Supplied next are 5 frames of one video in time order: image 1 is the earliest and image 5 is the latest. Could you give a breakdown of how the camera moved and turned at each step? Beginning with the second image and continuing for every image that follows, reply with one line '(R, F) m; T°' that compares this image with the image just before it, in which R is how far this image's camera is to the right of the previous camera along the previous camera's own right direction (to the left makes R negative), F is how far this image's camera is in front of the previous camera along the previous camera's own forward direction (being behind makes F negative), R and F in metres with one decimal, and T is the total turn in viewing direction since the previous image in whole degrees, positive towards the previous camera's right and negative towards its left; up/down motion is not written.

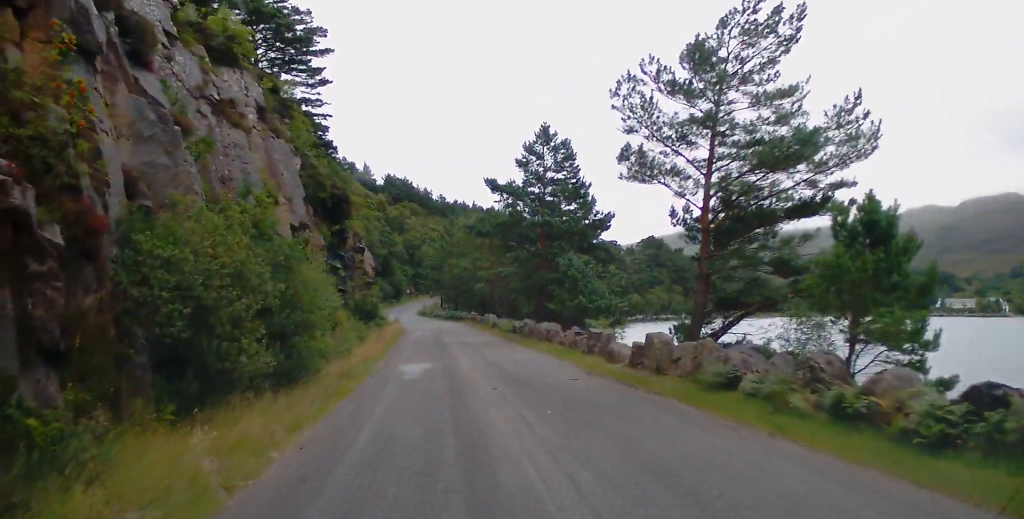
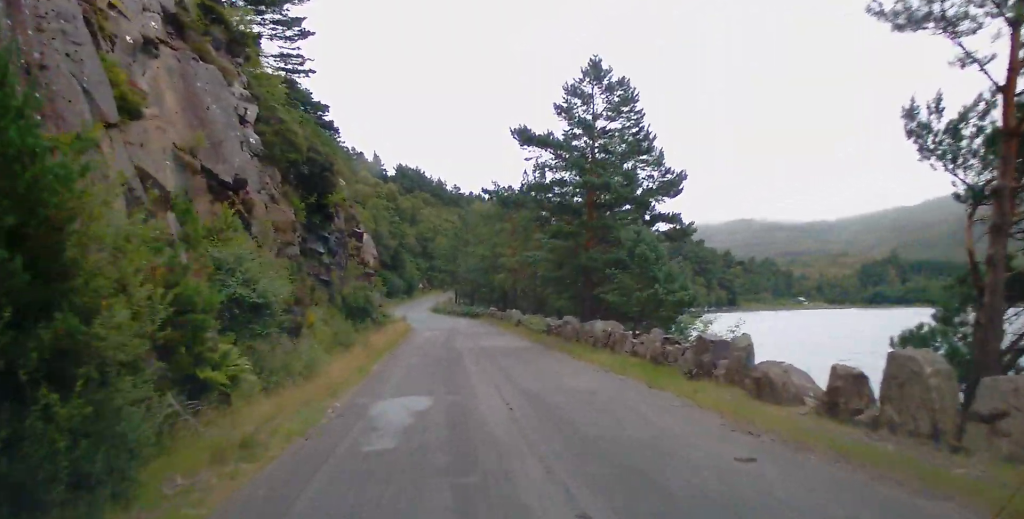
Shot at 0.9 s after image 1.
(0.0, +9.6) m; -1°
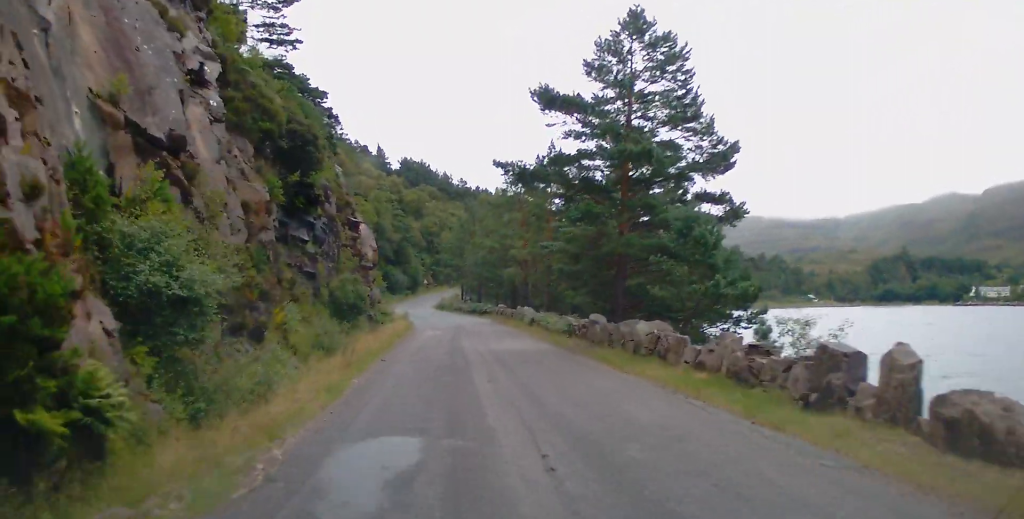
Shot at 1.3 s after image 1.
(+0.1, +4.5) m; -1°
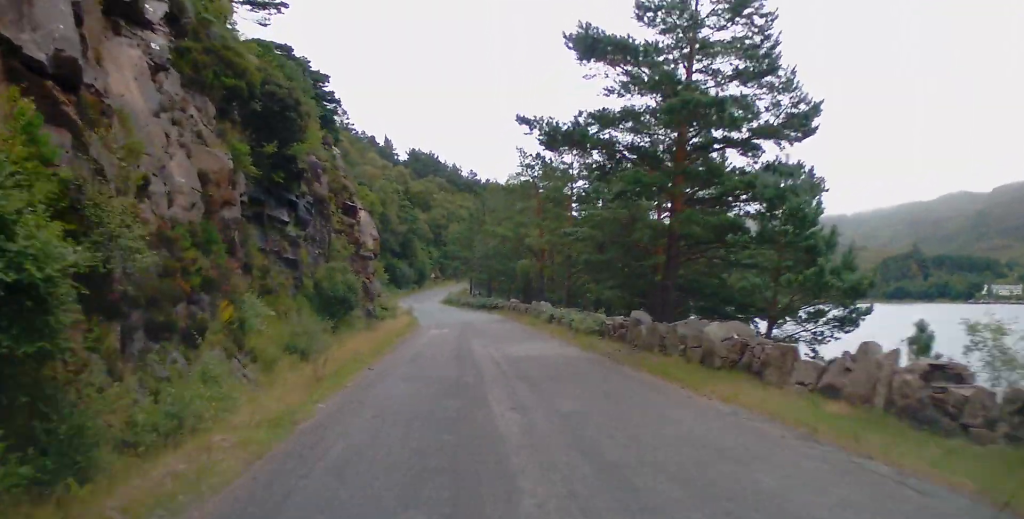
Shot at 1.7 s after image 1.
(0.0, +4.5) m; -1°
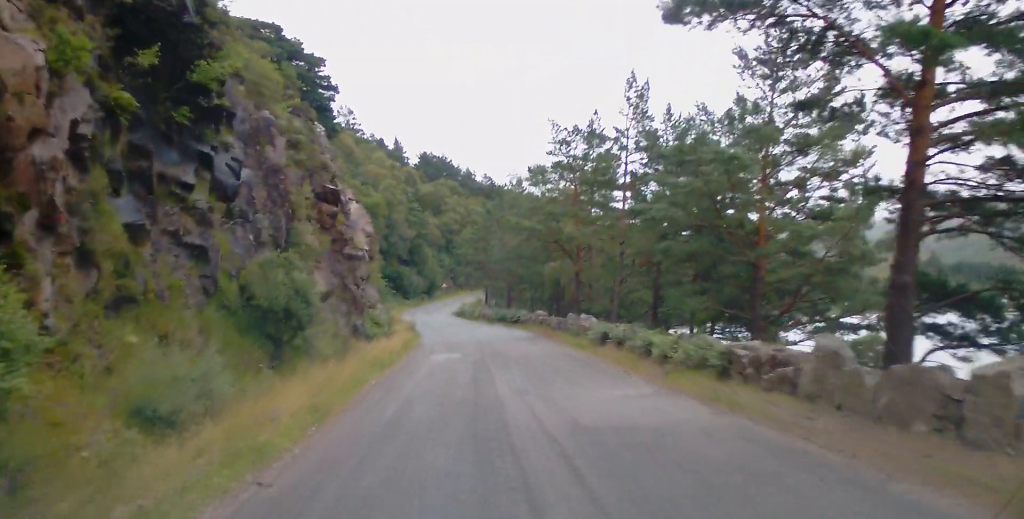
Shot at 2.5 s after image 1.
(-0.4, +9.7) m; -1°
